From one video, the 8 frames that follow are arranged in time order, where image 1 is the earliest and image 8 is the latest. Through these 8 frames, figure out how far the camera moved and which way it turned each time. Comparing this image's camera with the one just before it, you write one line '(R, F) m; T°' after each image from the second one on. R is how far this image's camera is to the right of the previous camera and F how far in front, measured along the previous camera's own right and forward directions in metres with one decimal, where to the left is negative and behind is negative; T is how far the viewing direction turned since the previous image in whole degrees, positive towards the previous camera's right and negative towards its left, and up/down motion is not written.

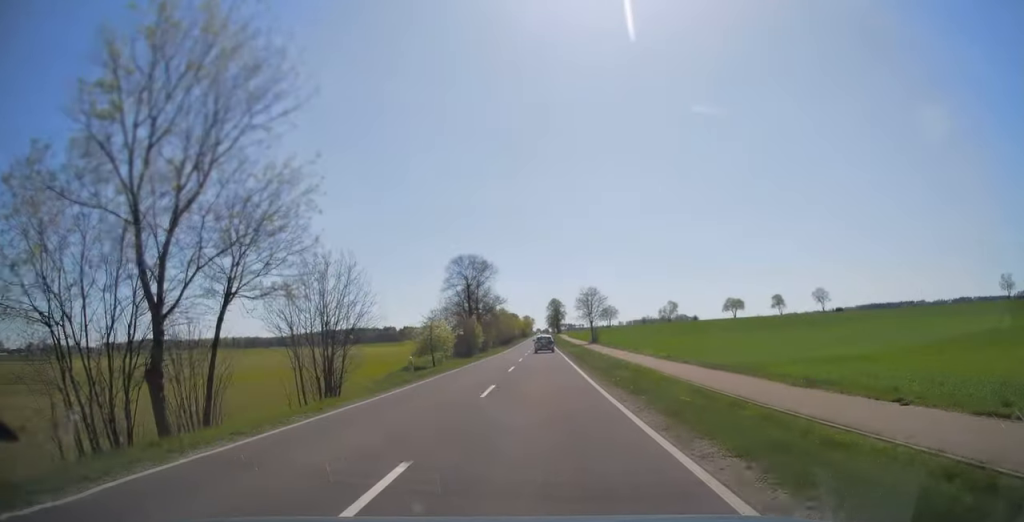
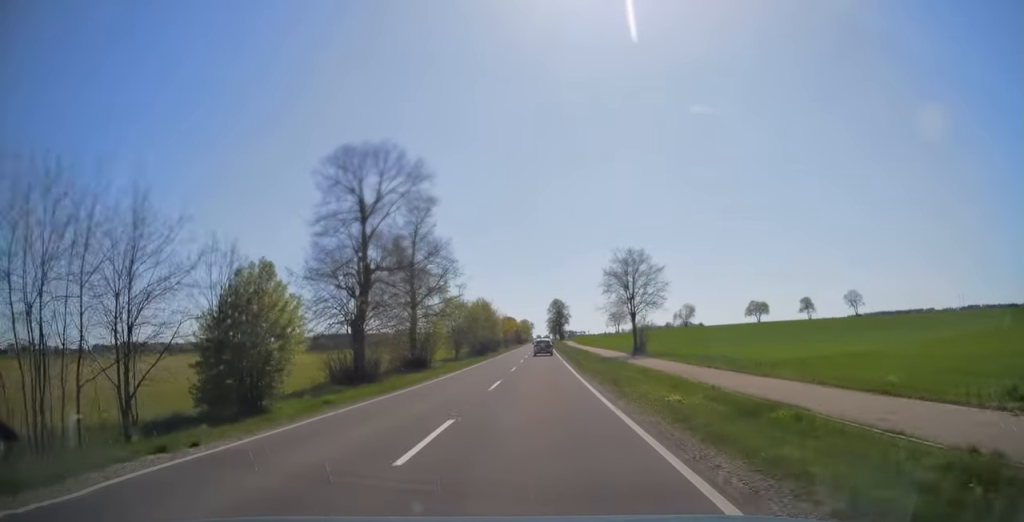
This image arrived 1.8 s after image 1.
(-0.1, +43.2) m; 0°
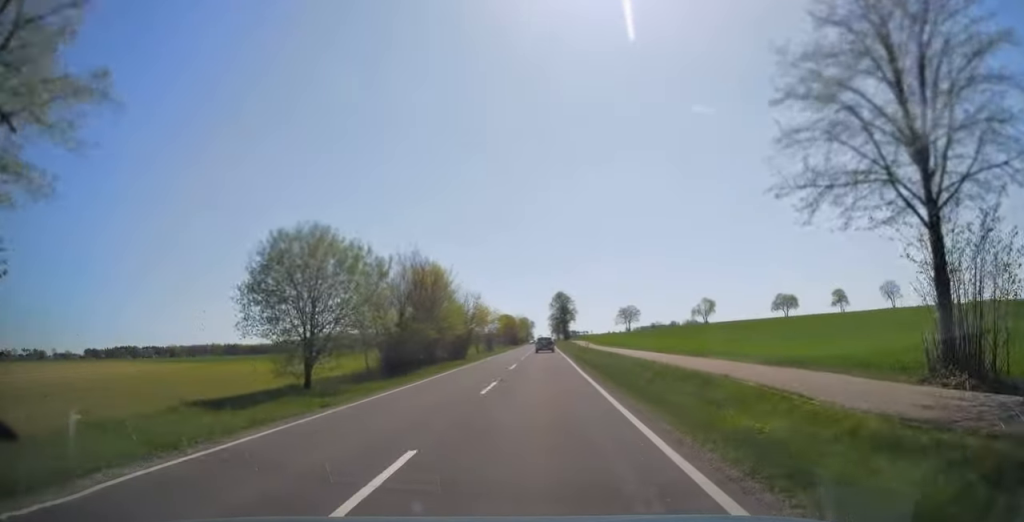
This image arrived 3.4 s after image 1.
(+0.2, +39.2) m; 0°
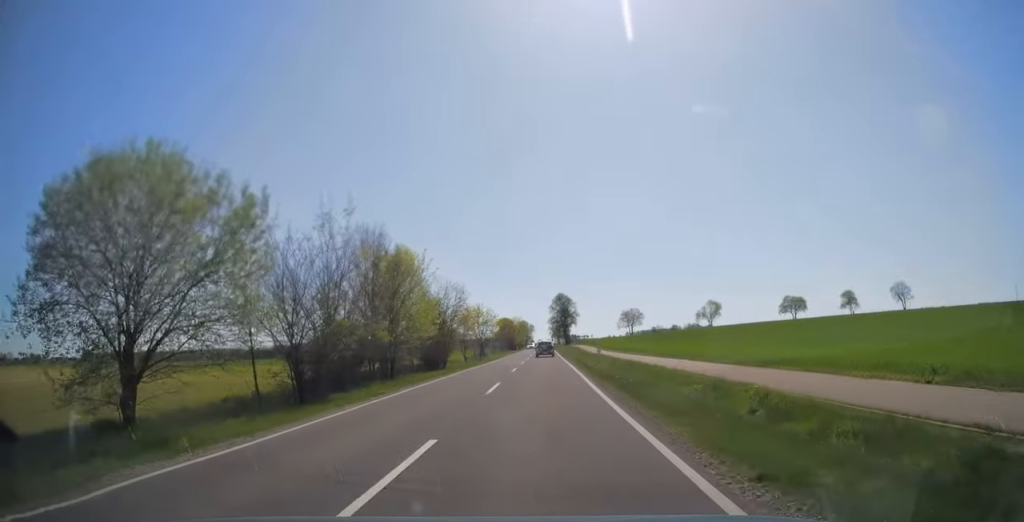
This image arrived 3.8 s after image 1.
(-0.1, +10.6) m; 0°
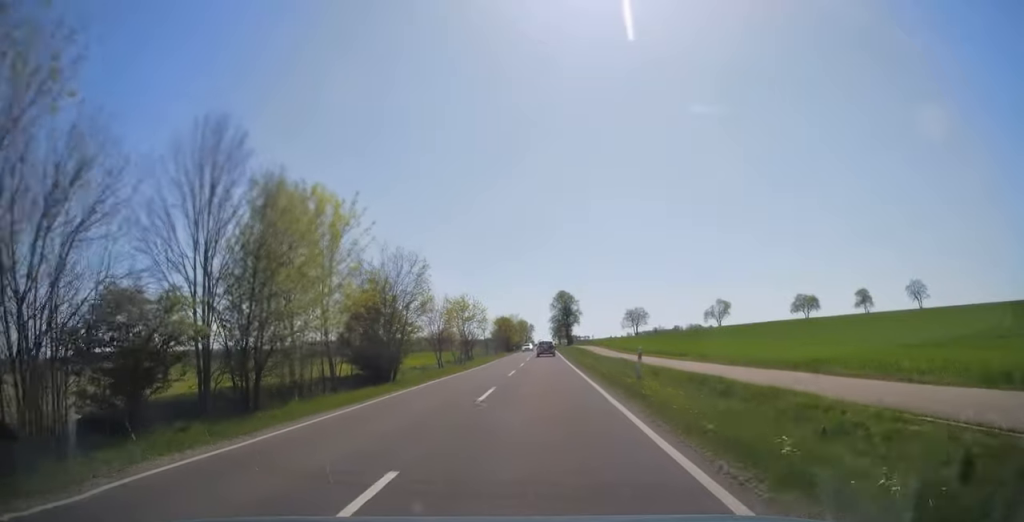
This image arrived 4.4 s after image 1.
(-0.2, +14.3) m; 0°
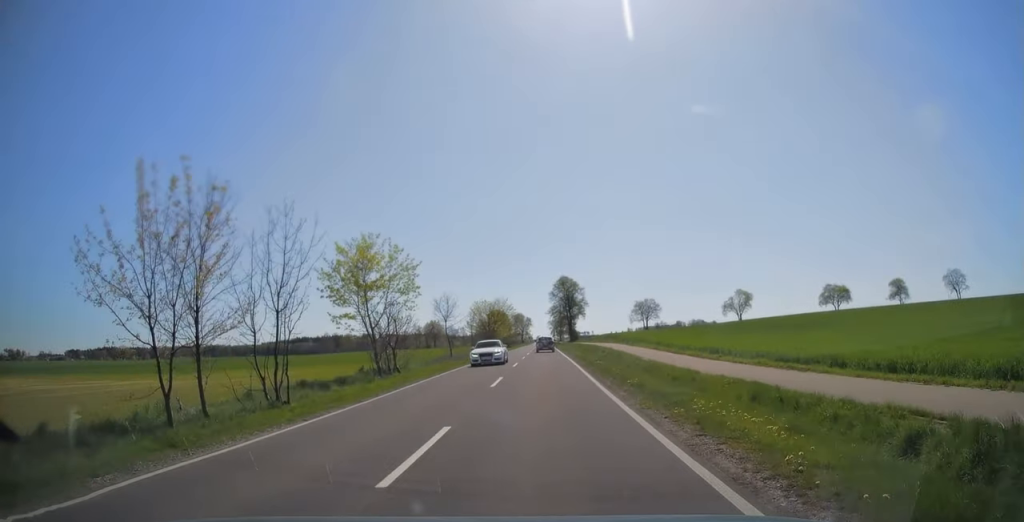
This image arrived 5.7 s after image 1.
(+0.2, +32.3) m; 0°
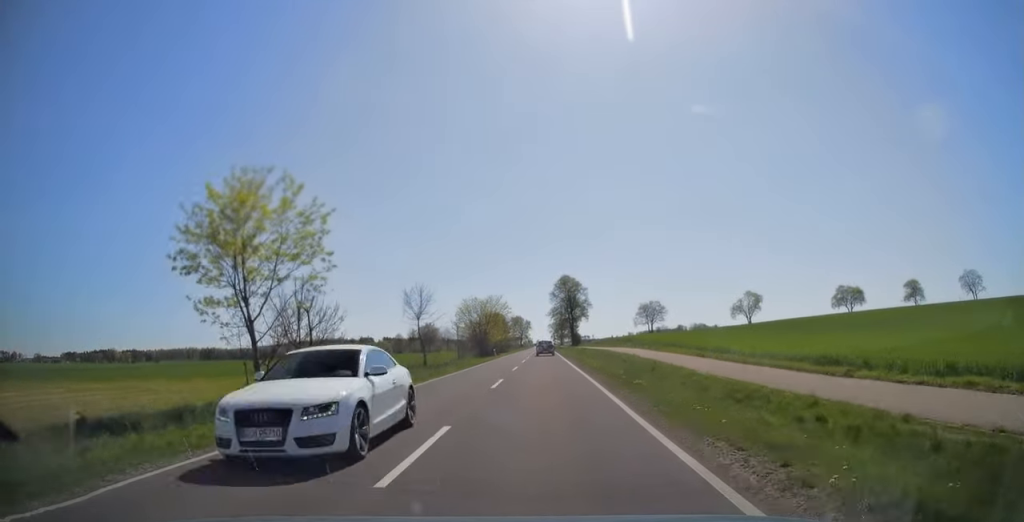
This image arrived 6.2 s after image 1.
(-0.1, +11.9) m; 0°
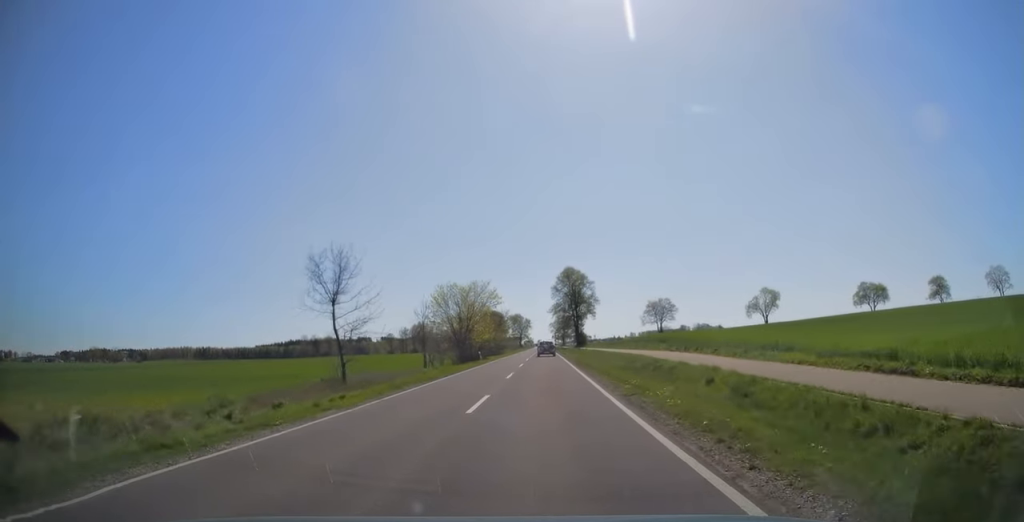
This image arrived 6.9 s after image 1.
(+0.1, +17.6) m; 0°
